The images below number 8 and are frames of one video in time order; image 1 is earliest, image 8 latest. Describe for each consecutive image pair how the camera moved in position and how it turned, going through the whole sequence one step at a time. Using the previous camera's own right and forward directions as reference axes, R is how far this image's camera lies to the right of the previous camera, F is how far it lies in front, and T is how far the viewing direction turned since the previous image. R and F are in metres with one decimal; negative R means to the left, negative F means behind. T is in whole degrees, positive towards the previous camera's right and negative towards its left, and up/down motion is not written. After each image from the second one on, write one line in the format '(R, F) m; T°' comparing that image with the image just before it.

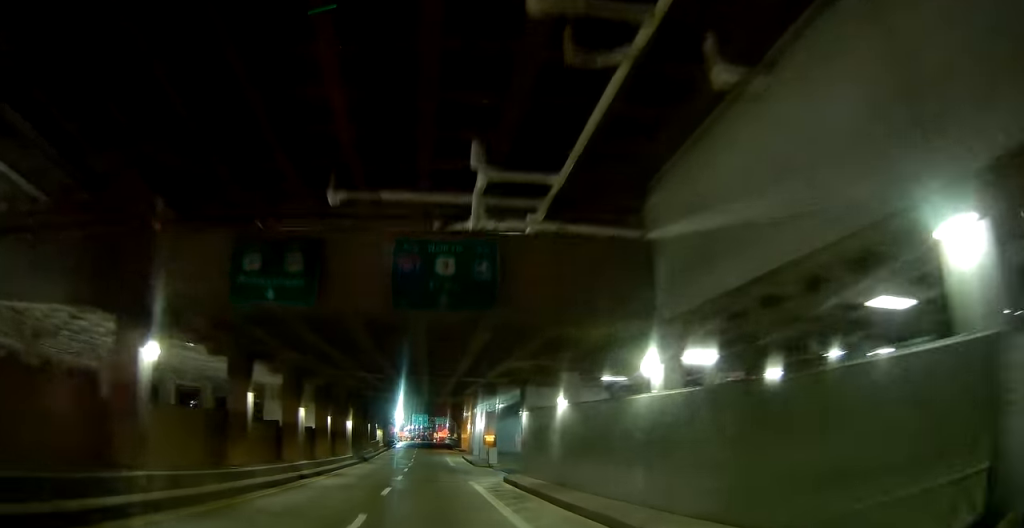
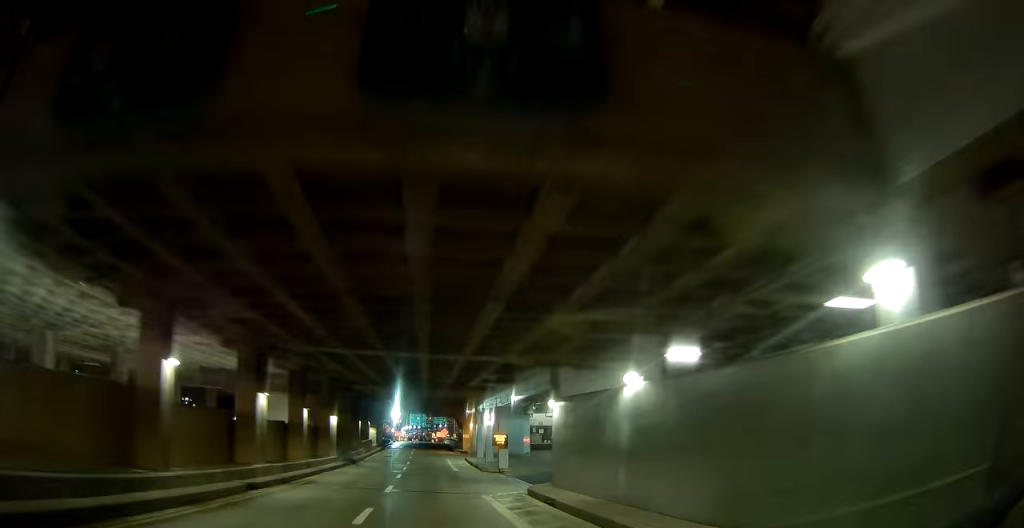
(-0.1, +7.4) m; -1°
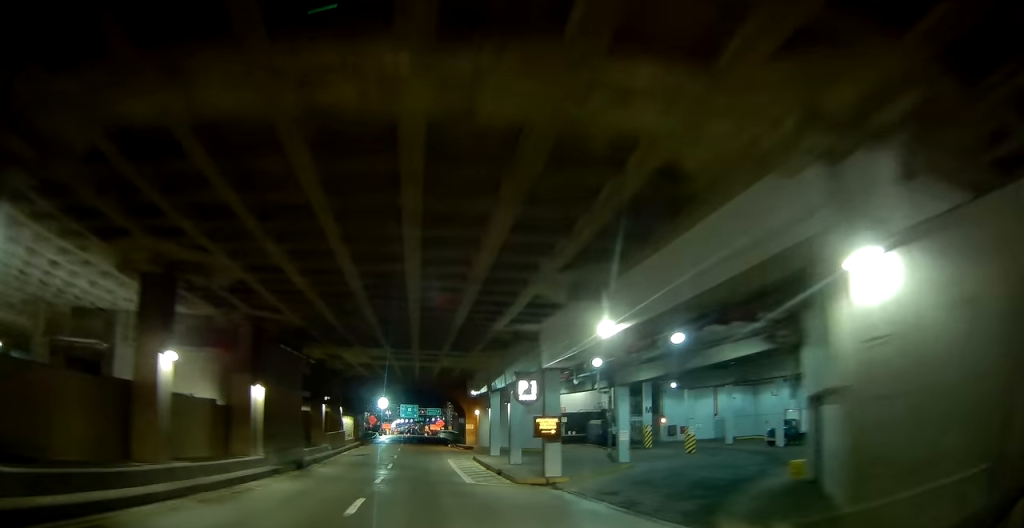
(-0.1, +17.7) m; 0°
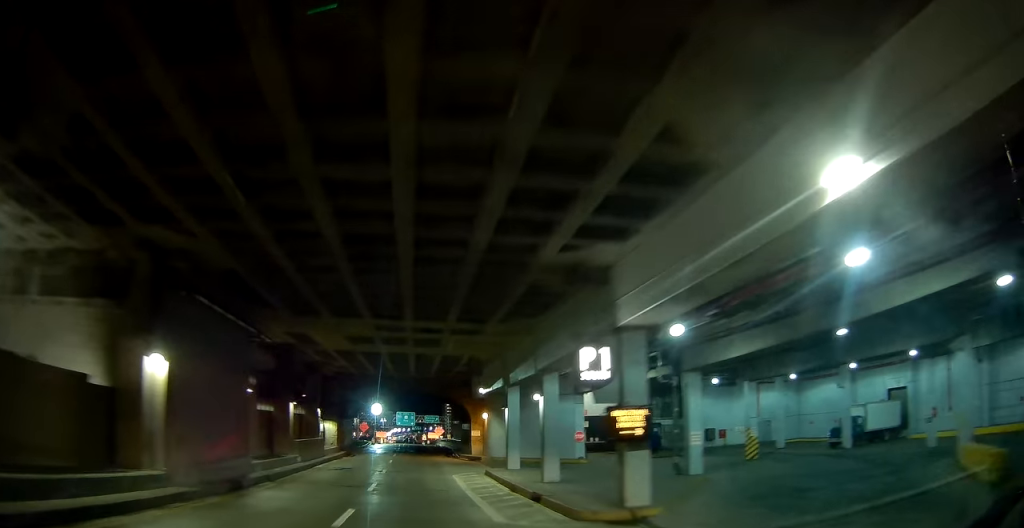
(0.0, +9.9) m; 0°
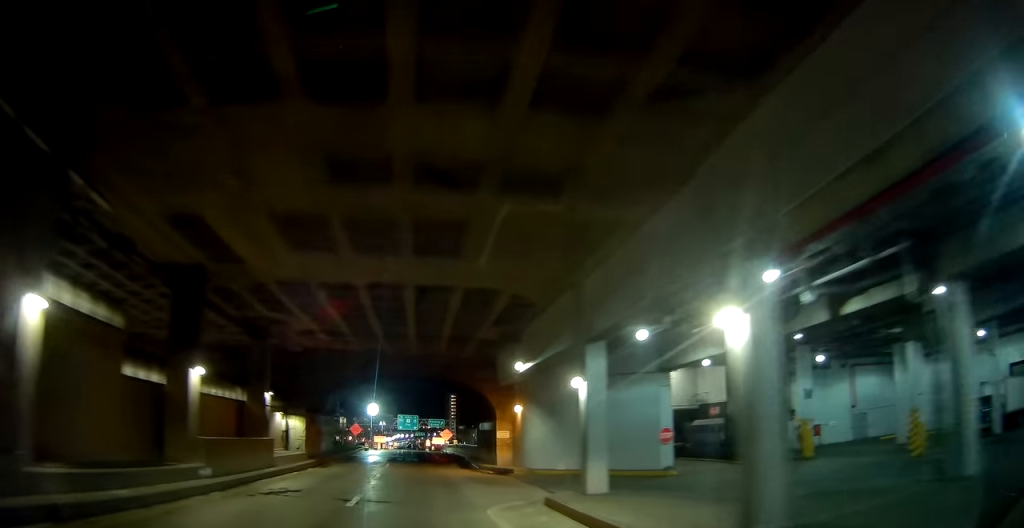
(0.0, +15.4) m; 0°
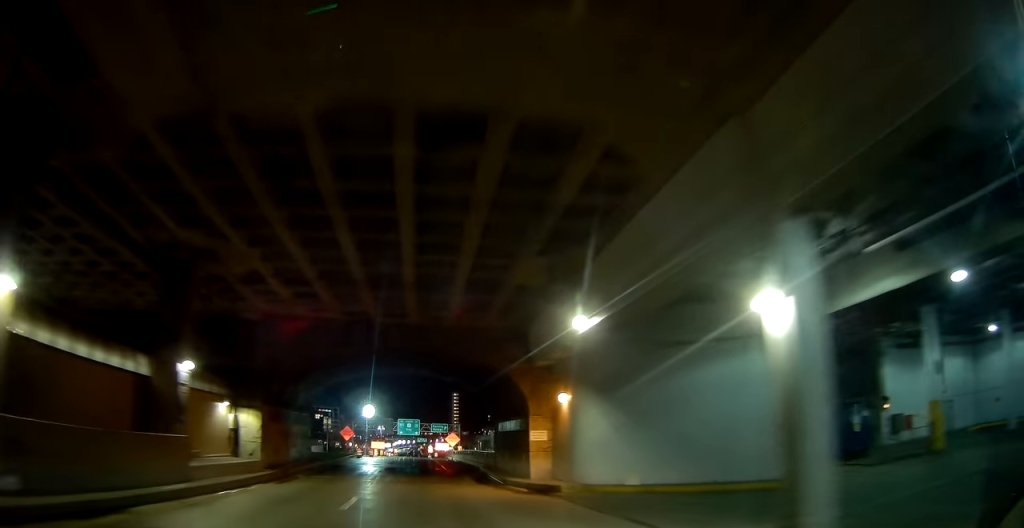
(0.0, +11.4) m; 0°
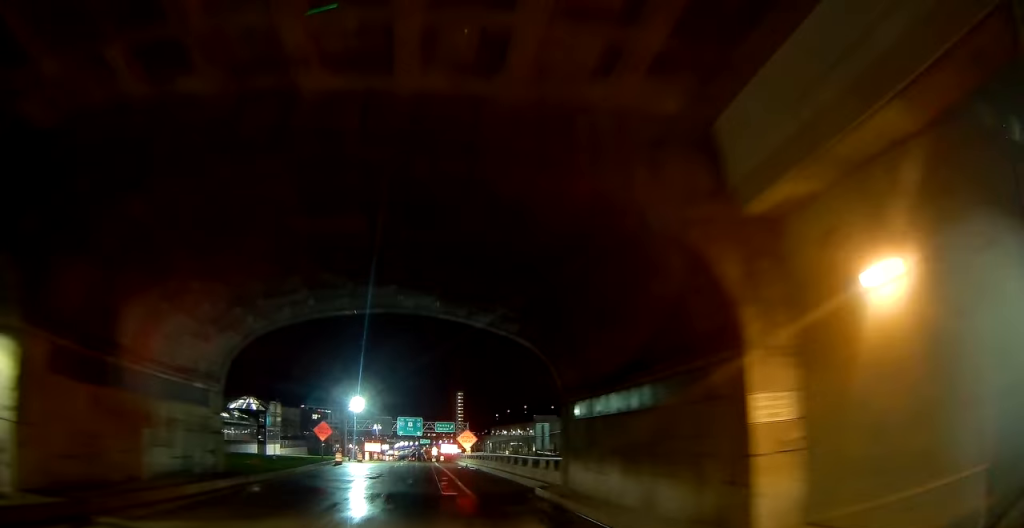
(0.0, +18.6) m; 0°
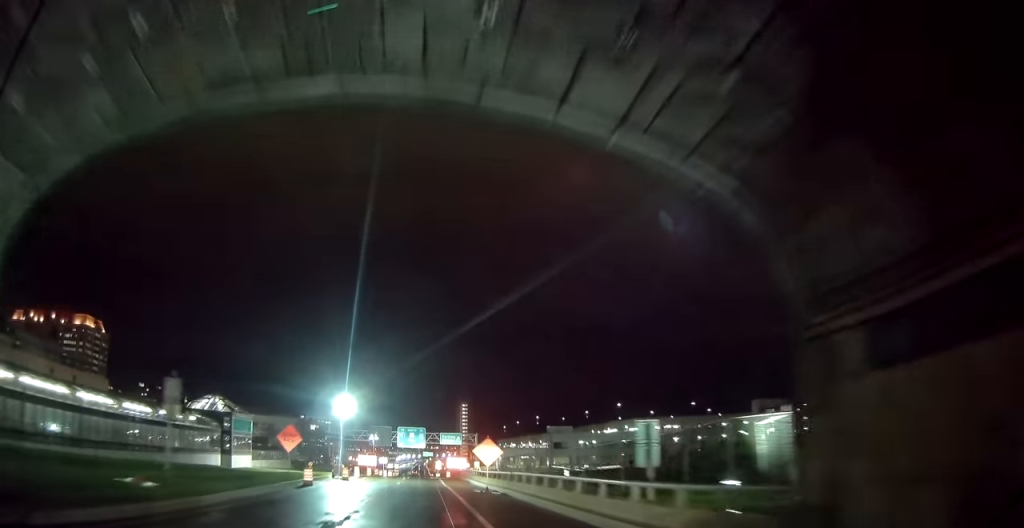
(0.0, +14.4) m; 0°
